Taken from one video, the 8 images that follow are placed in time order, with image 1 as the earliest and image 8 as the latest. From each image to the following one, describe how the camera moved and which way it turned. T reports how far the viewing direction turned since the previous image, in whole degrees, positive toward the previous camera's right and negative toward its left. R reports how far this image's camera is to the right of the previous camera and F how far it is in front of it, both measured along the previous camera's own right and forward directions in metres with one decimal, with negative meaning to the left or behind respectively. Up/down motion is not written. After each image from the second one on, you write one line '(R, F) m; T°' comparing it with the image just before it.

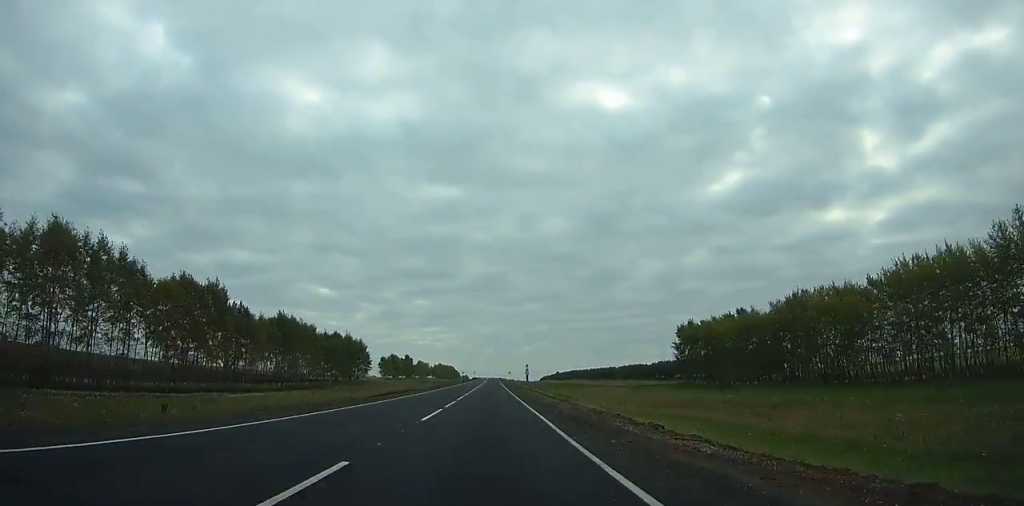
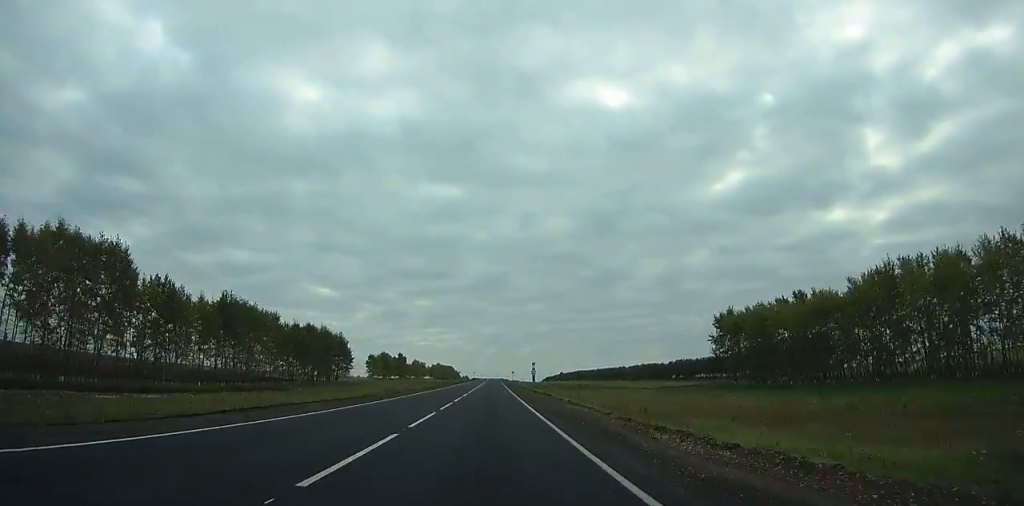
(0.0, +27.1) m; 0°
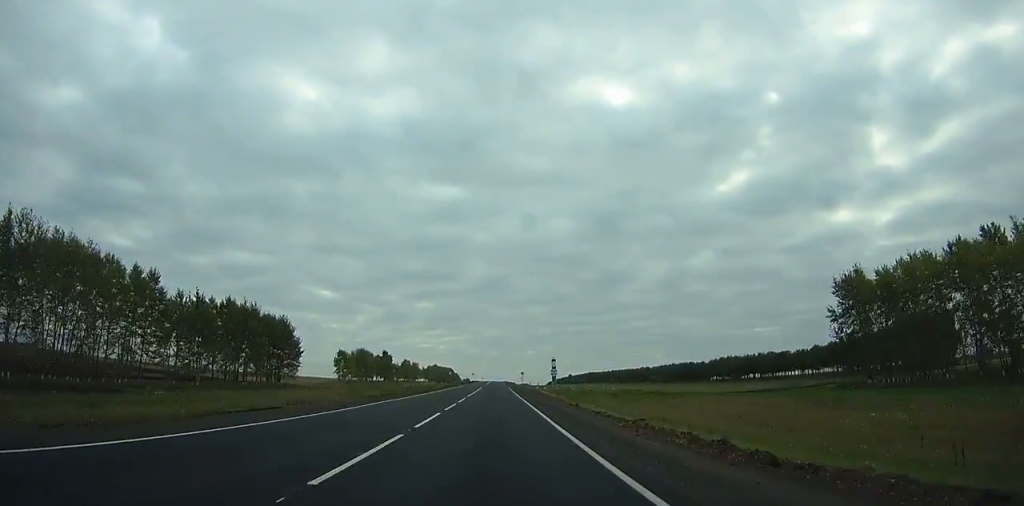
(-0.1, +47.6) m; 0°
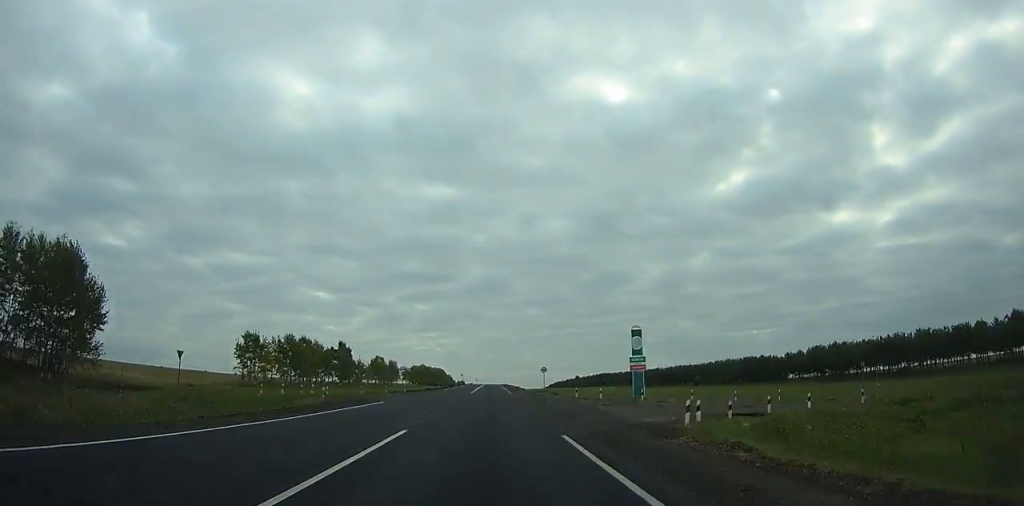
(-0.1, +65.7) m; 0°
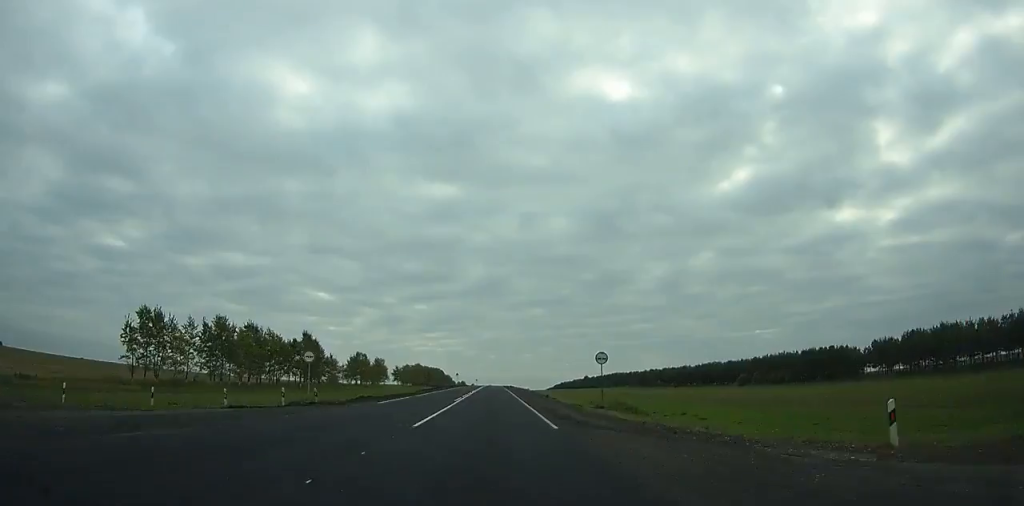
(0.0, +36.1) m; 0°
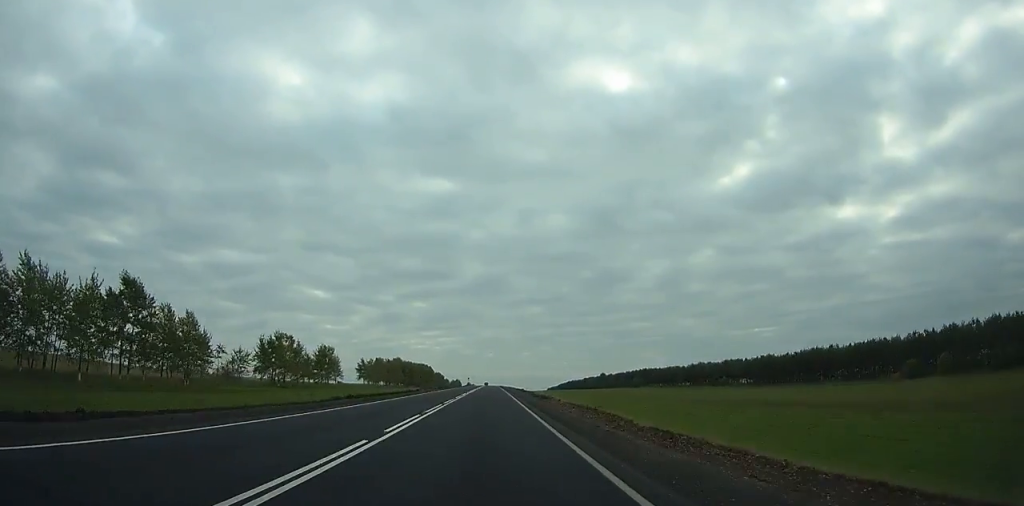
(-0.1, +74.0) m; 0°
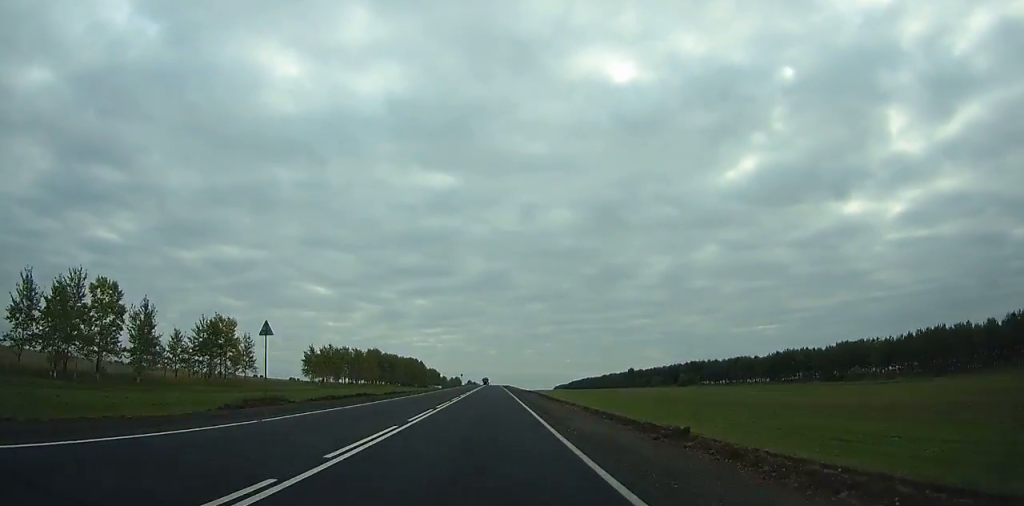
(+0.1, +69.0) m; 0°
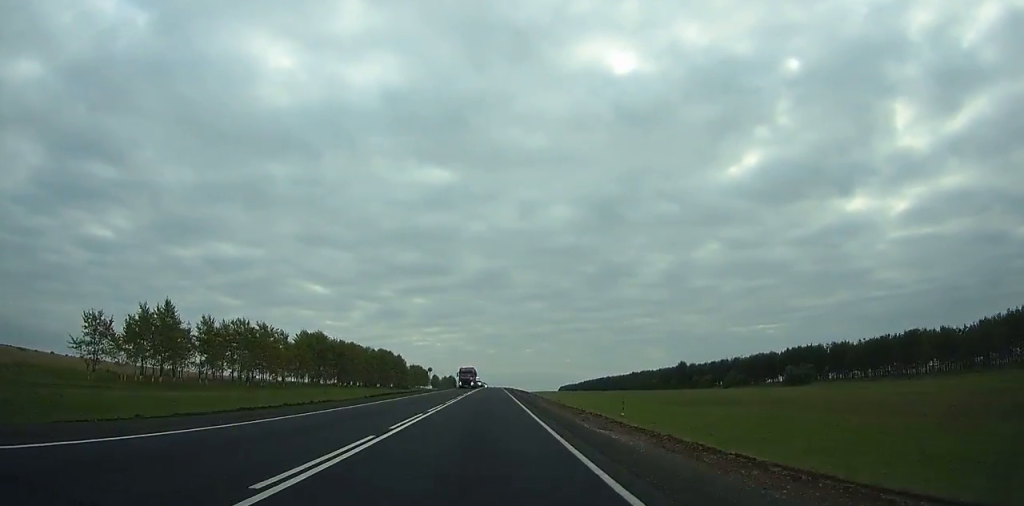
(+0.1, +82.3) m; 0°
